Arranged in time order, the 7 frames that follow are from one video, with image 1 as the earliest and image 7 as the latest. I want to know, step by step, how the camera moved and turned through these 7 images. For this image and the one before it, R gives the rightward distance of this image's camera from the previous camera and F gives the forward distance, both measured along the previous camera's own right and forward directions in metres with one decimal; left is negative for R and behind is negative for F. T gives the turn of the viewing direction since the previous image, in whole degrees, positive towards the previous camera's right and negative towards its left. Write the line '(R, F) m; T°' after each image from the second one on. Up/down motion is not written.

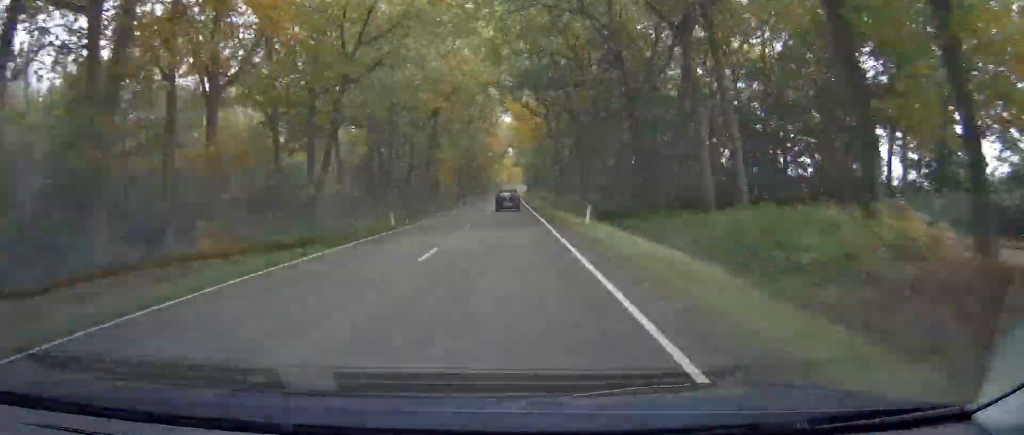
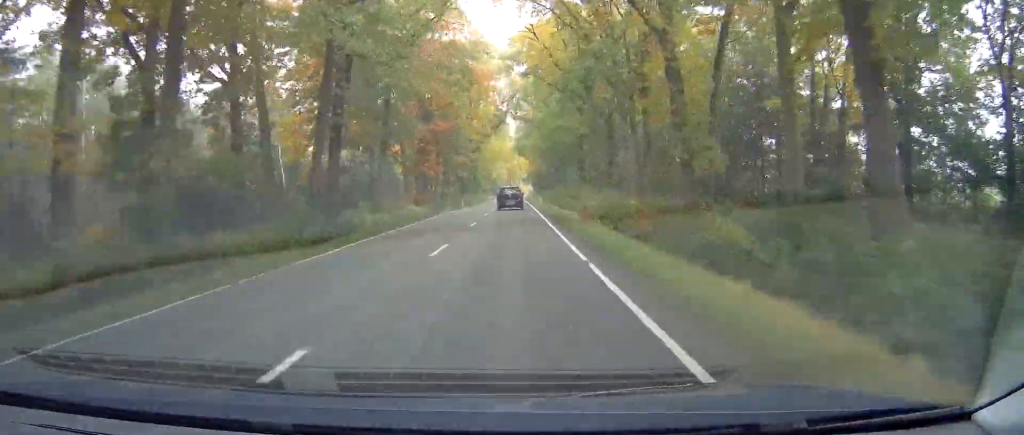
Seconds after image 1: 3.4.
(-0.5, +78.8) m; 0°
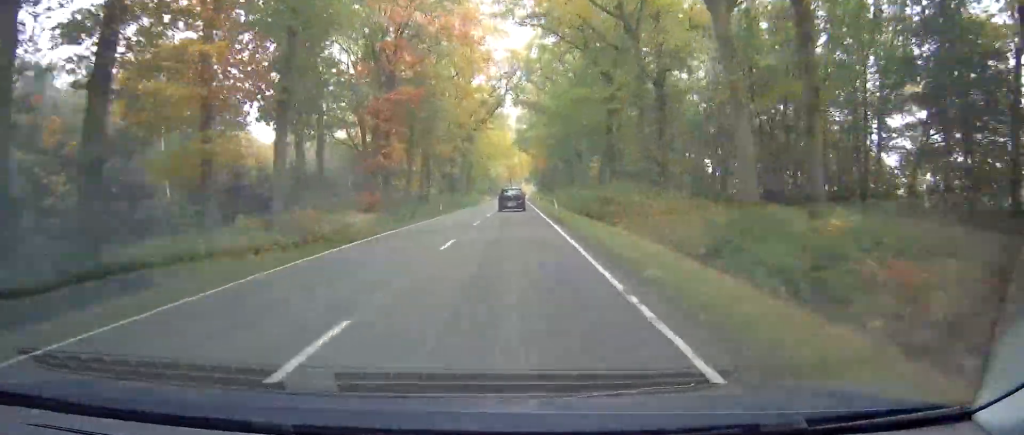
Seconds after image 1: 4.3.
(0.0, +21.5) m; 0°
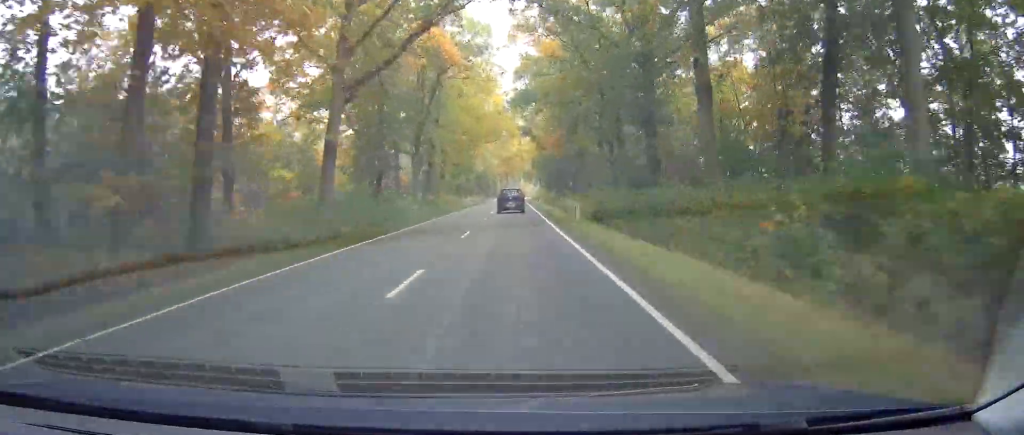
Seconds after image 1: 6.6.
(0.0, +51.2) m; 0°
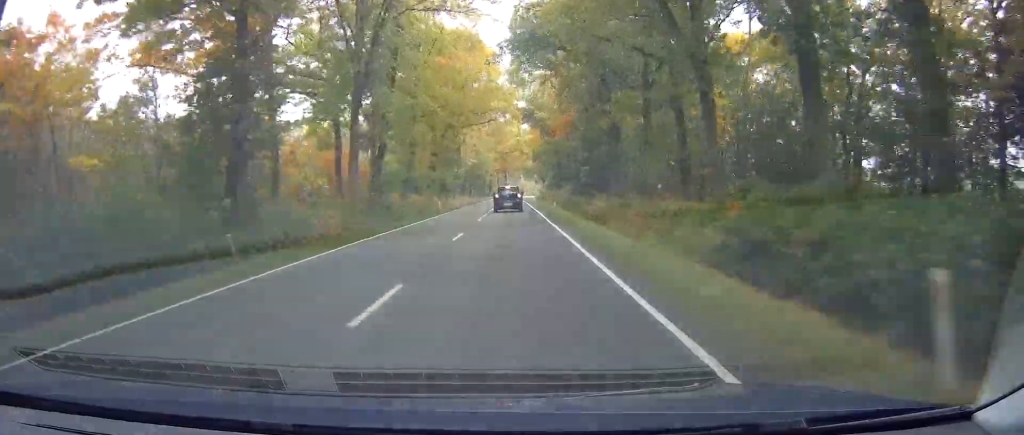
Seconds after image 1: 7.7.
(0.0, +23.4) m; 0°
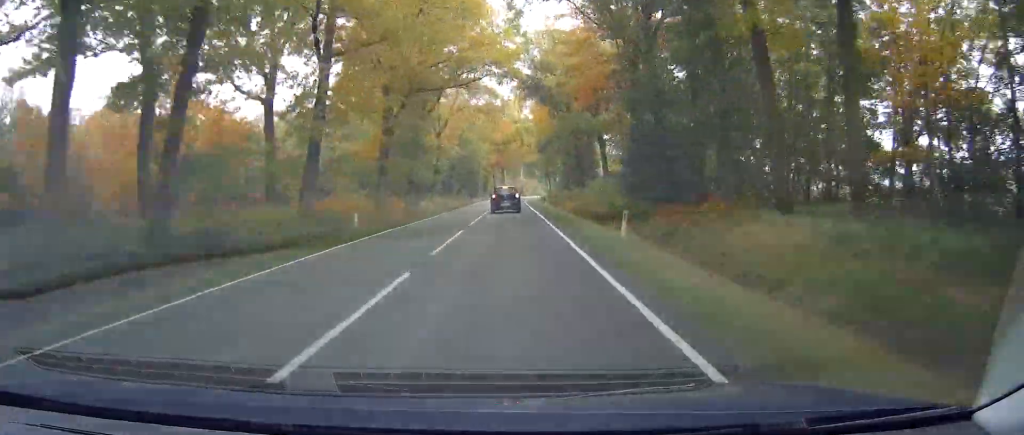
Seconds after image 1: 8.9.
(0.0, +25.5) m; 0°
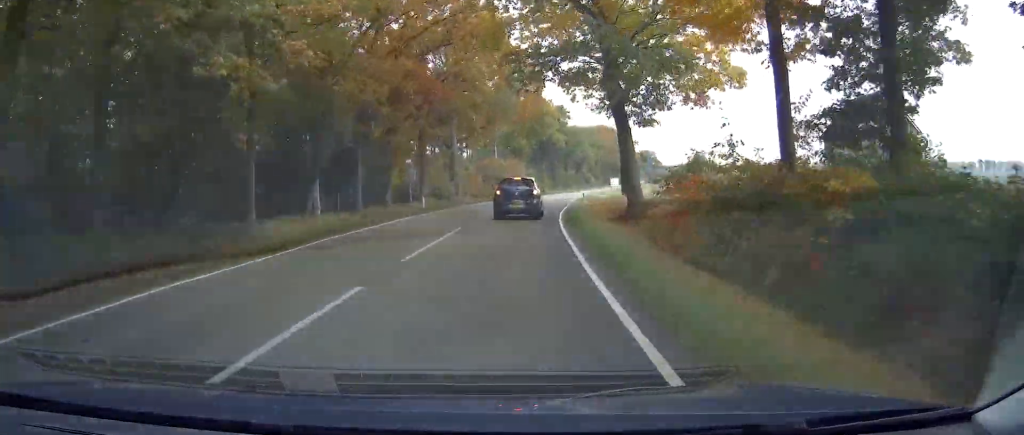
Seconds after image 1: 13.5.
(+0.6, +90.0) m; +1°
